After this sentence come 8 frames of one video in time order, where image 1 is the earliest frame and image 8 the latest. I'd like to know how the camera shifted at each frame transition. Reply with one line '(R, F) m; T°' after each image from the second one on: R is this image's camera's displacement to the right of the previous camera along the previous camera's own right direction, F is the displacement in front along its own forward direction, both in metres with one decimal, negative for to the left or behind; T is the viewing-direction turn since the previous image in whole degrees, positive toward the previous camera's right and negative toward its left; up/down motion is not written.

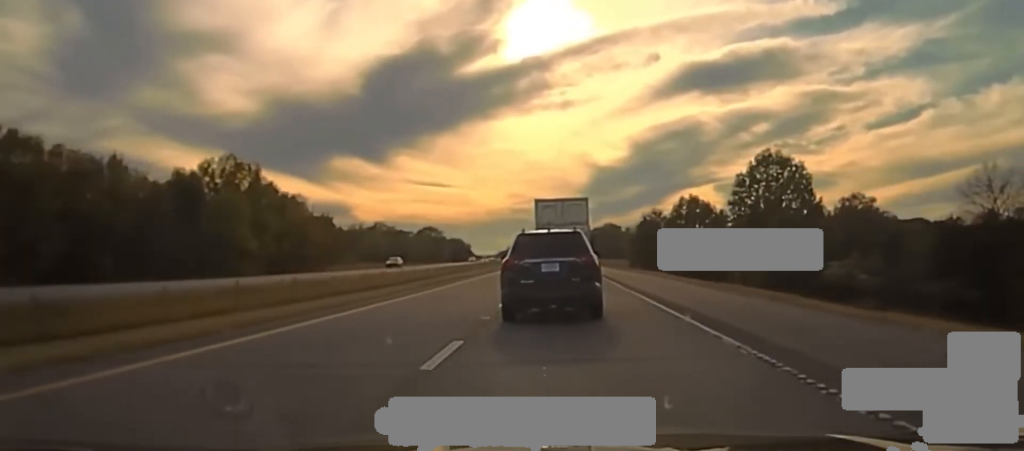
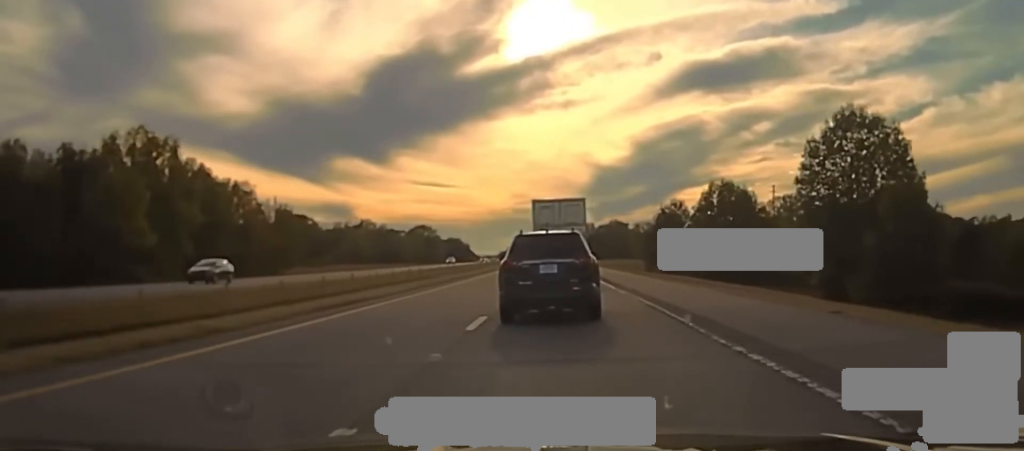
(0.0, +30.2) m; 0°
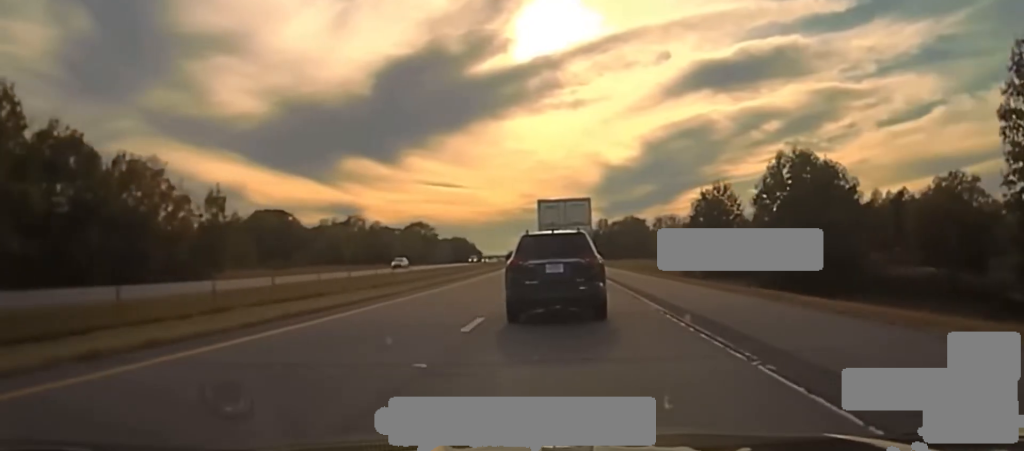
(-0.1, +33.9) m; 0°
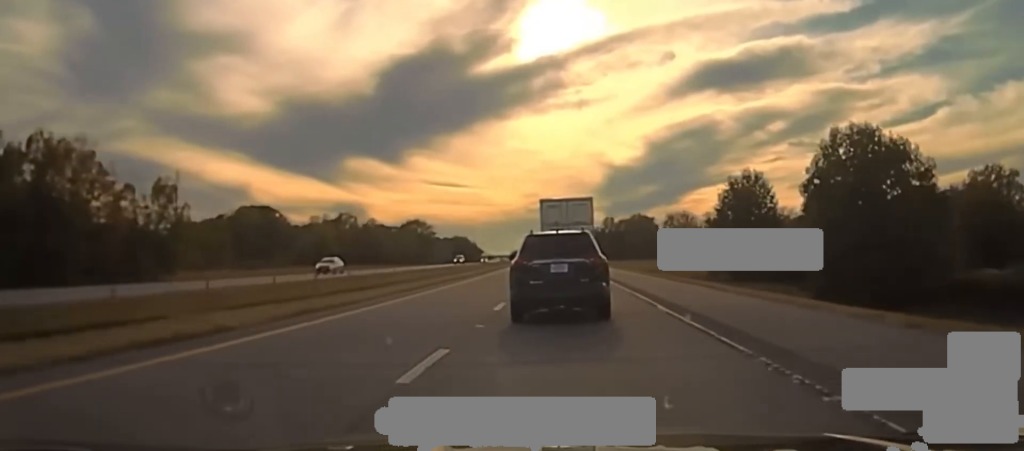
(0.0, +16.0) m; 0°
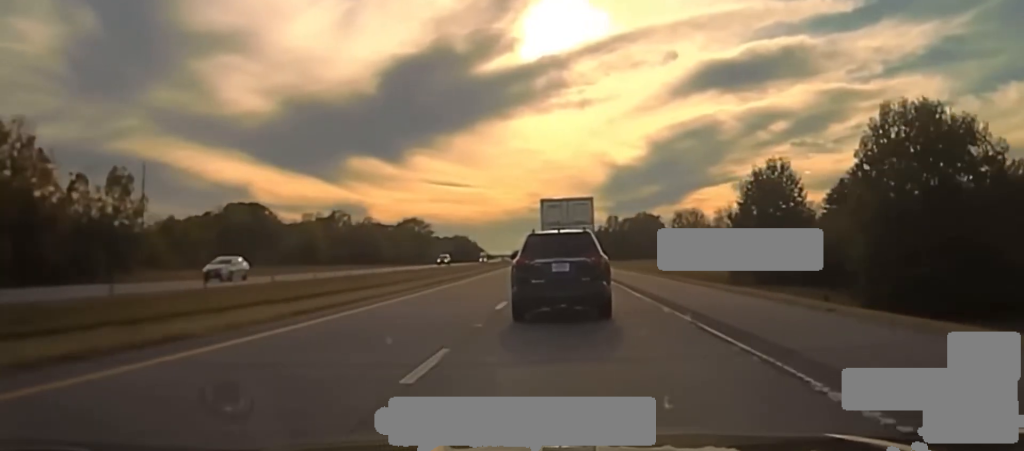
(0.0, +12.2) m; 0°
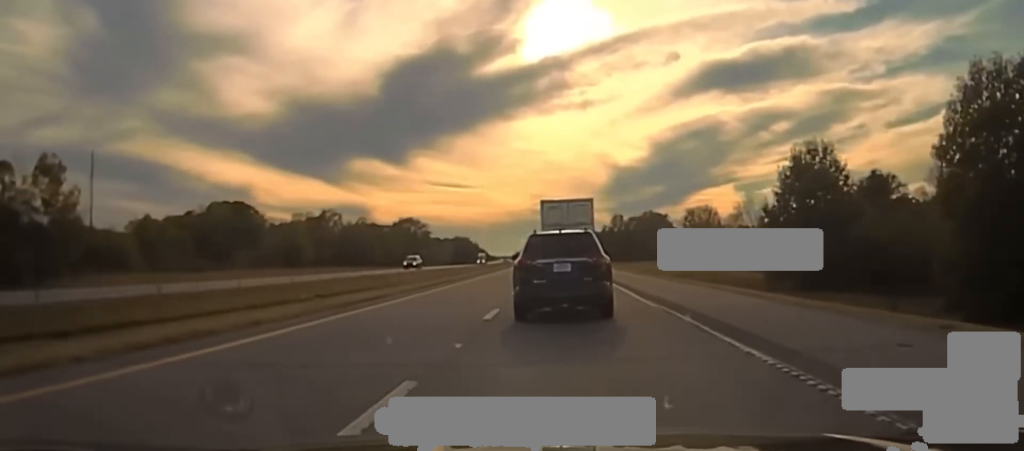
(0.0, +14.5) m; 0°
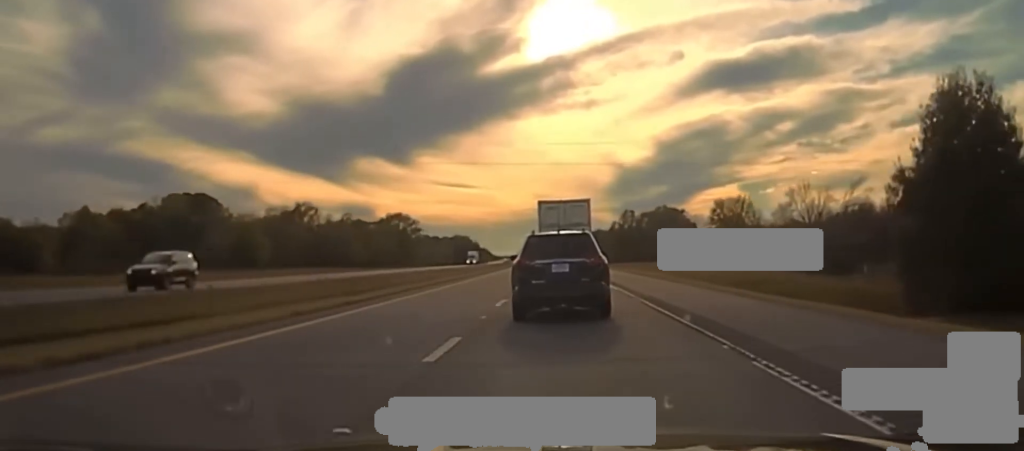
(-0.2, +30.7) m; -1°
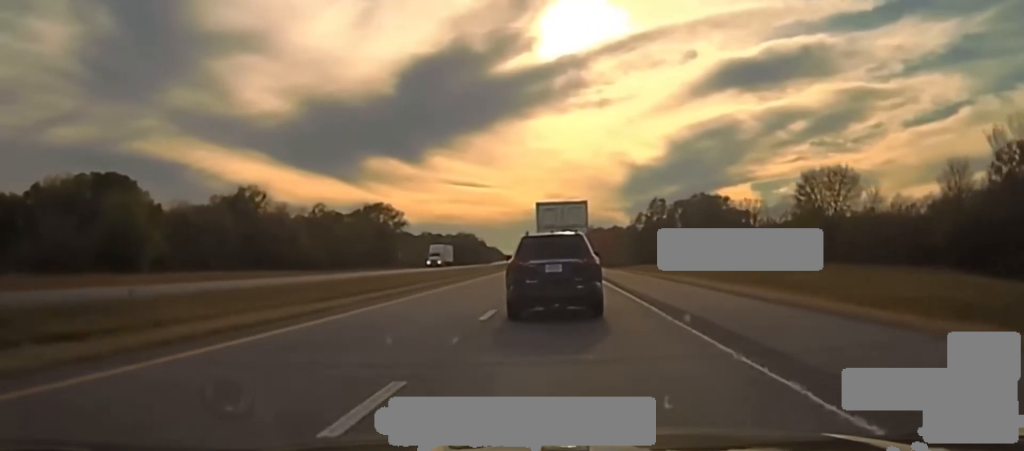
(-0.3, +59.7) m; 0°
